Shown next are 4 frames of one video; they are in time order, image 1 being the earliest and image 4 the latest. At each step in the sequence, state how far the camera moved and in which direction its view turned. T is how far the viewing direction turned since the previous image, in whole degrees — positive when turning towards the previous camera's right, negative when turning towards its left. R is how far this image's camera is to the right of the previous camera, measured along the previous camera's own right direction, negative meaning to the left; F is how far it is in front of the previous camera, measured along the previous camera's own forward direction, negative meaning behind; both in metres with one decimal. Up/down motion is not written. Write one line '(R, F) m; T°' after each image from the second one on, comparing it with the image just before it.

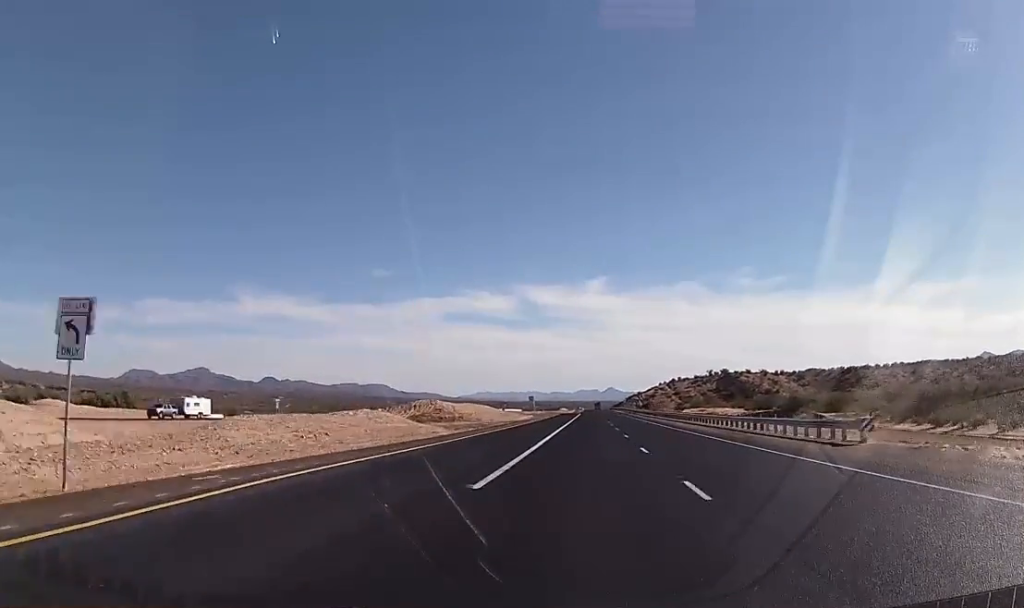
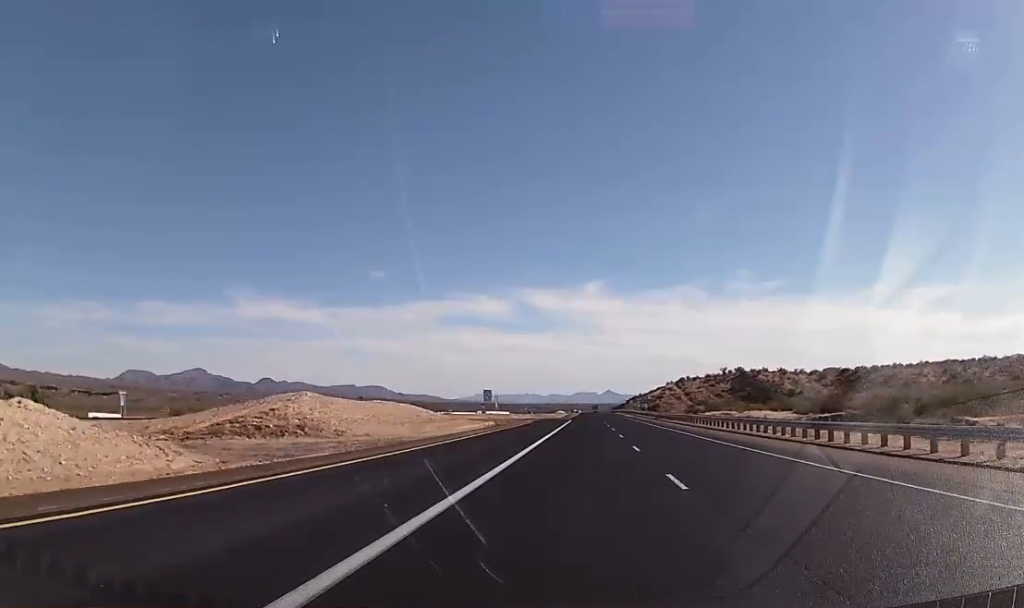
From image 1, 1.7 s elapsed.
(+0.5, +59.3) m; 0°
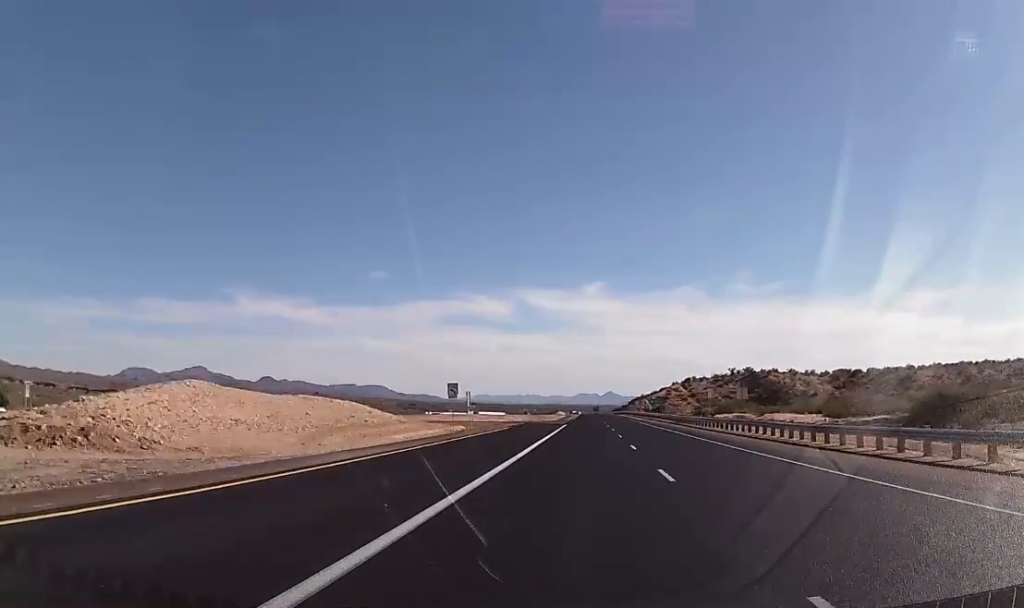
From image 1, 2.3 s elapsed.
(0.0, +22.6) m; 0°
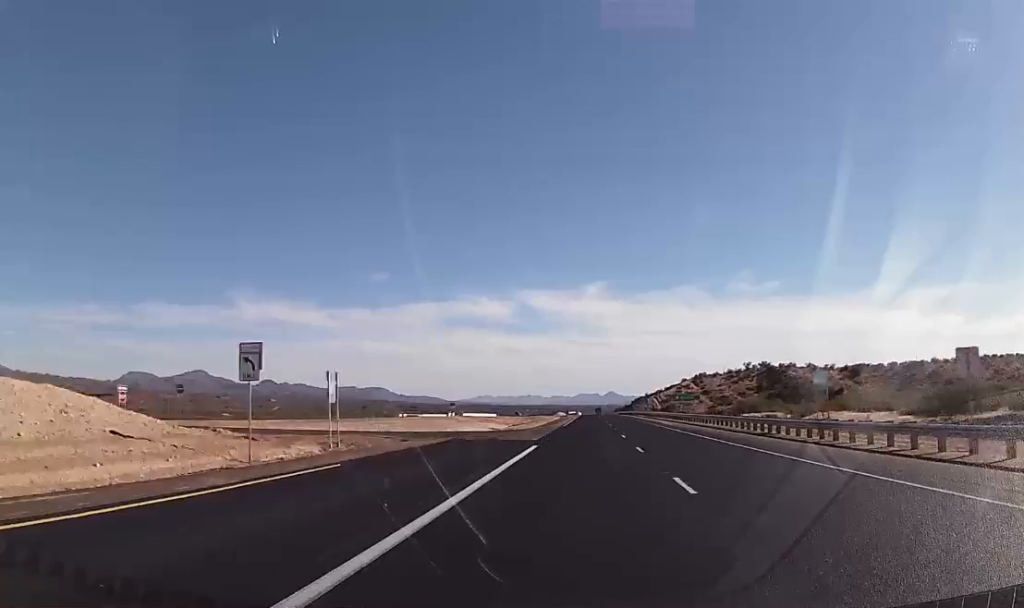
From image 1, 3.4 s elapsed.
(-0.4, +40.3) m; 0°
